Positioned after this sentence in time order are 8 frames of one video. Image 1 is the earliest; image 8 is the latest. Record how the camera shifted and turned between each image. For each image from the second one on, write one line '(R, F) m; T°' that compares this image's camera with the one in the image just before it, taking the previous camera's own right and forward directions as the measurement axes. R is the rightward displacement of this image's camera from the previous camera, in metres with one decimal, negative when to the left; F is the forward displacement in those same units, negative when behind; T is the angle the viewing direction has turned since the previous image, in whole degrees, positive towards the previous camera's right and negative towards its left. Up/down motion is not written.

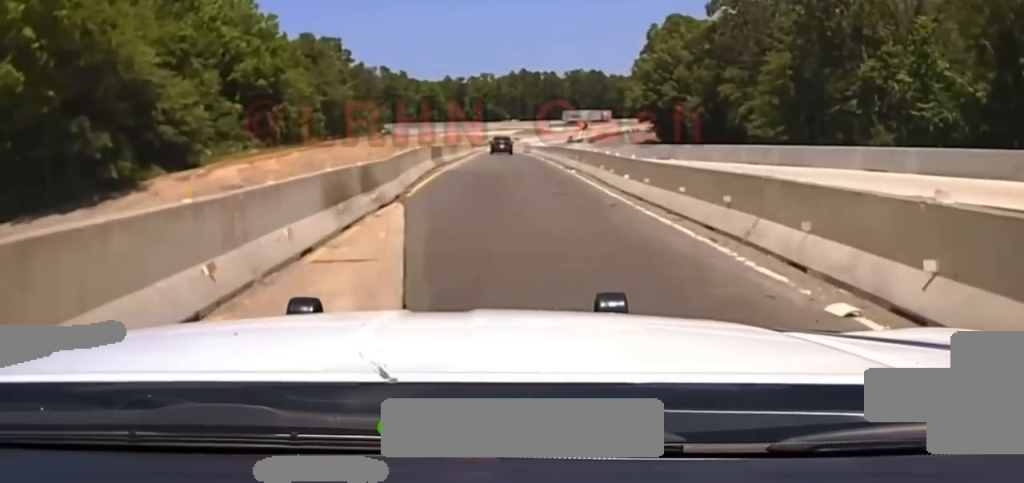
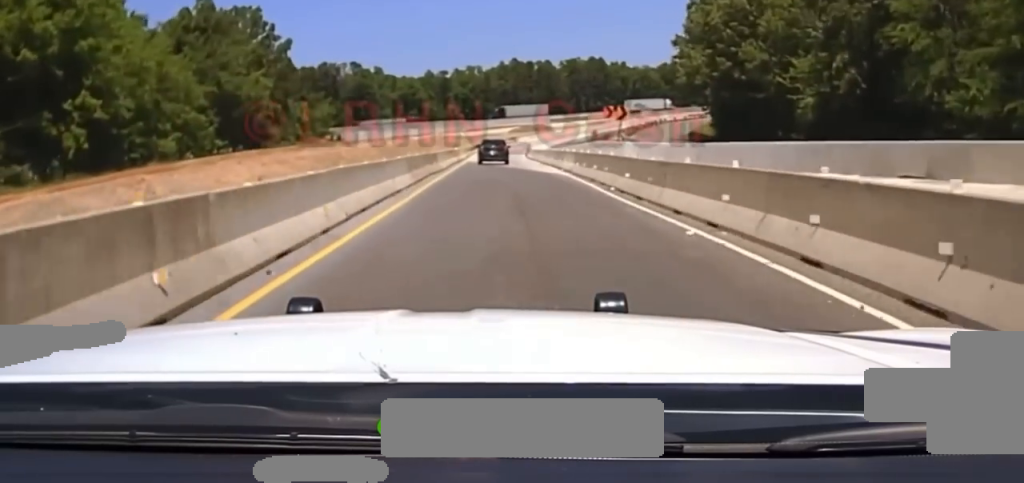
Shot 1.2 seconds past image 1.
(+0.5, +48.8) m; +1°
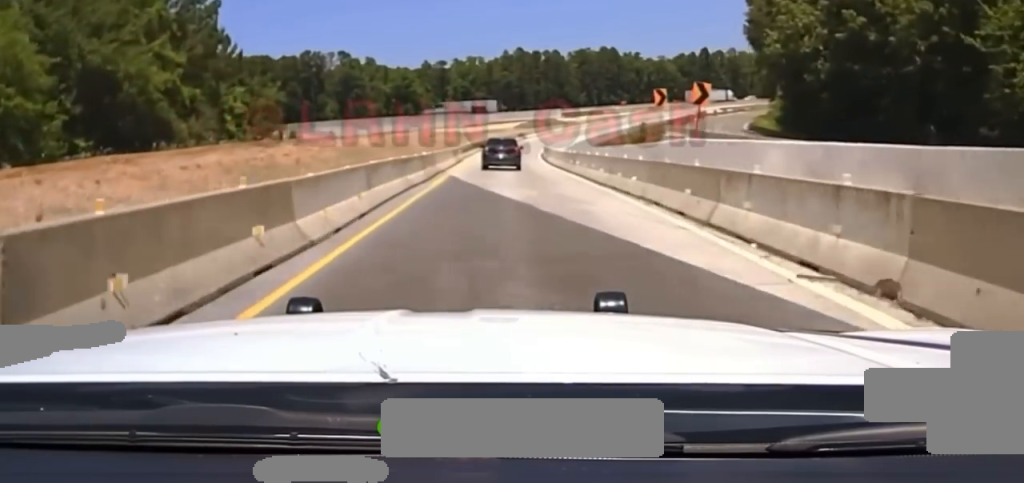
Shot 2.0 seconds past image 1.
(+0.1, +29.0) m; 0°
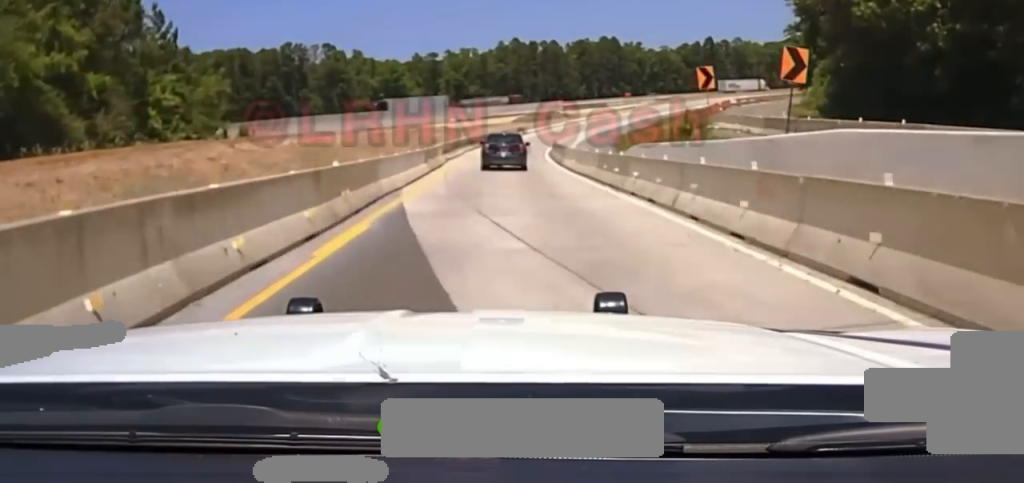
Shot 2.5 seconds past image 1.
(0.0, +14.5) m; 0°
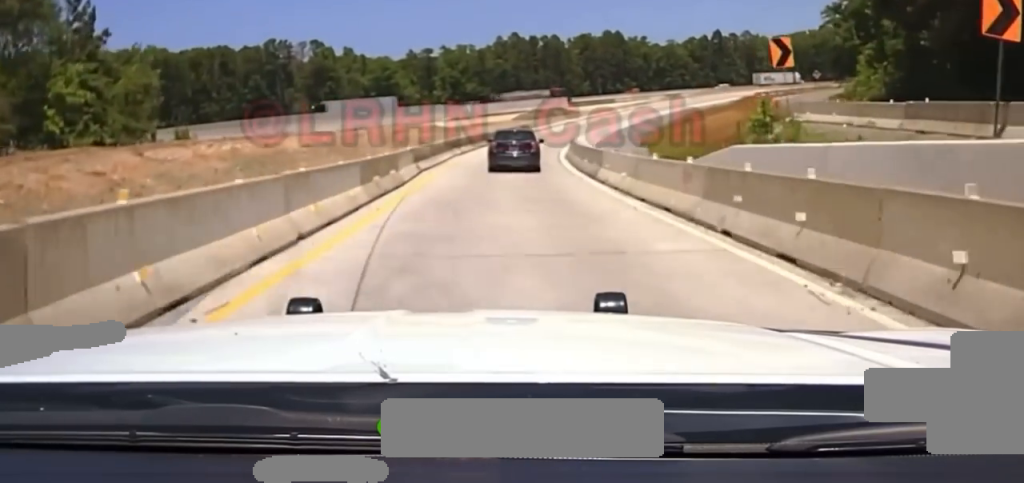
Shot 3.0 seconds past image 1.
(0.0, +13.4) m; 0°
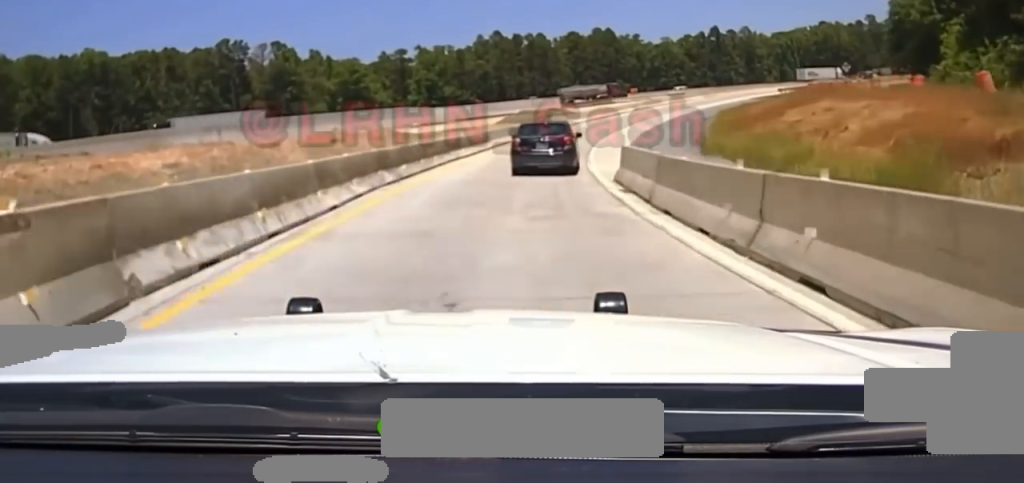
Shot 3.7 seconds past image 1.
(-0.2, +21.4) m; +1°
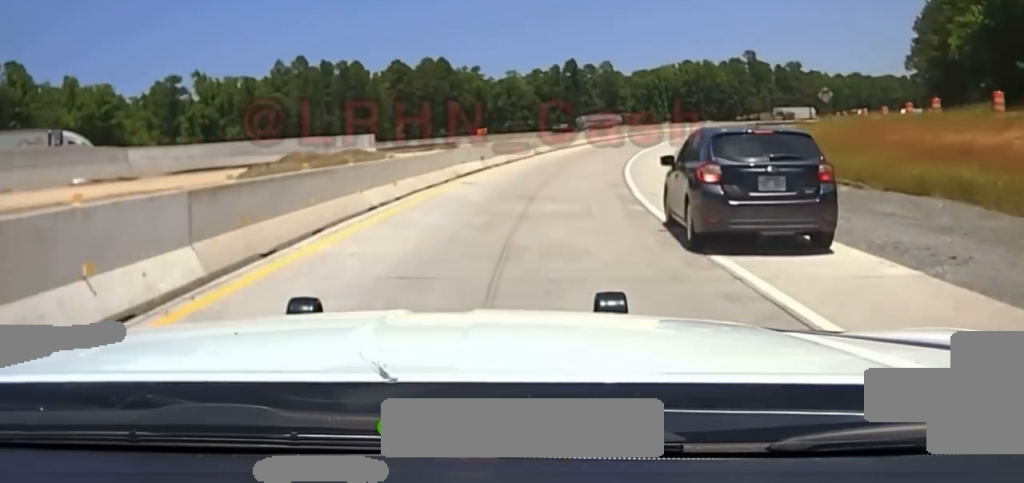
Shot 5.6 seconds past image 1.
(+3.0, +52.2) m; +9°
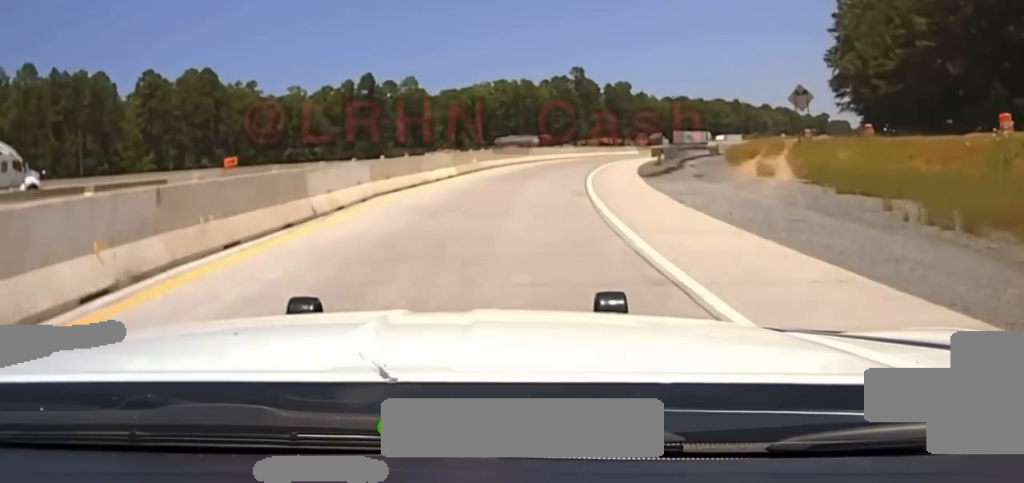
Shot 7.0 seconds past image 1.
(+3.6, +39.6) m; +14°
